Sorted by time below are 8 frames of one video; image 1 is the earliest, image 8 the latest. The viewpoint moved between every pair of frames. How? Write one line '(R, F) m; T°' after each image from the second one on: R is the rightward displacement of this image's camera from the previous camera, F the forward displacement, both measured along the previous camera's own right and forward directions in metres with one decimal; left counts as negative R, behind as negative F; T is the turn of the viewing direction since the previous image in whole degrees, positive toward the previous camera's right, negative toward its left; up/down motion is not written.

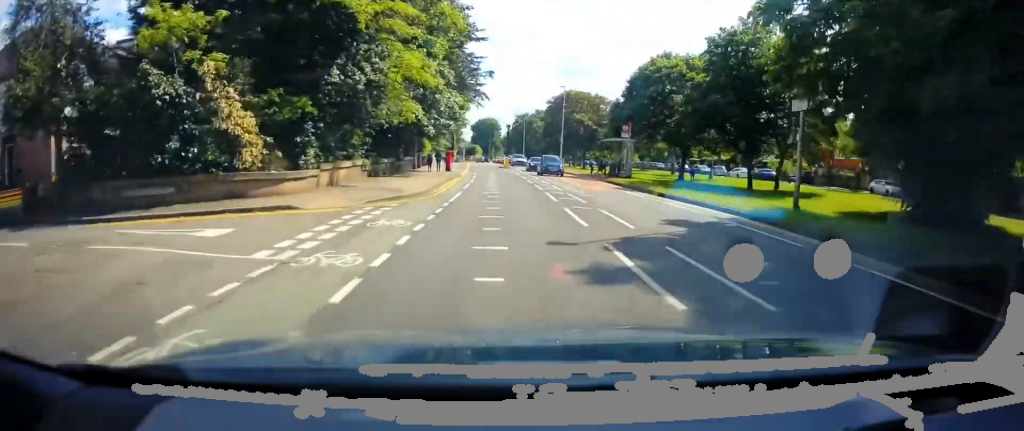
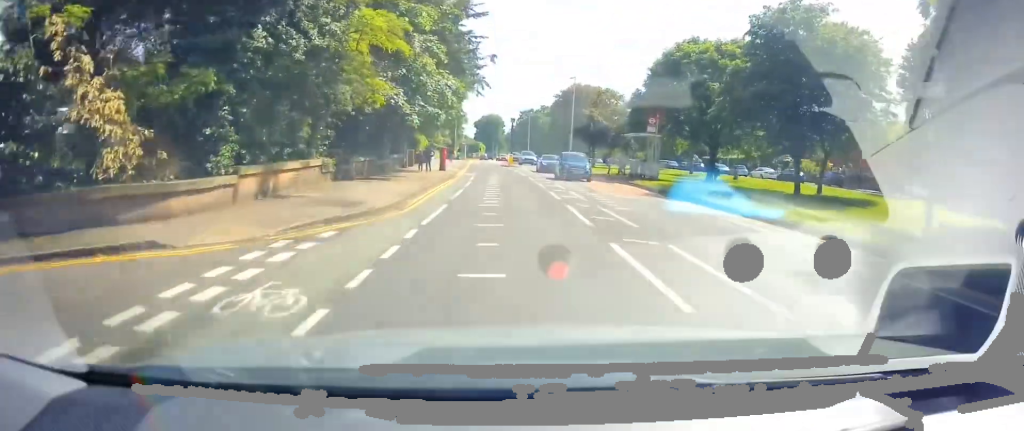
(0.0, +5.9) m; 0°
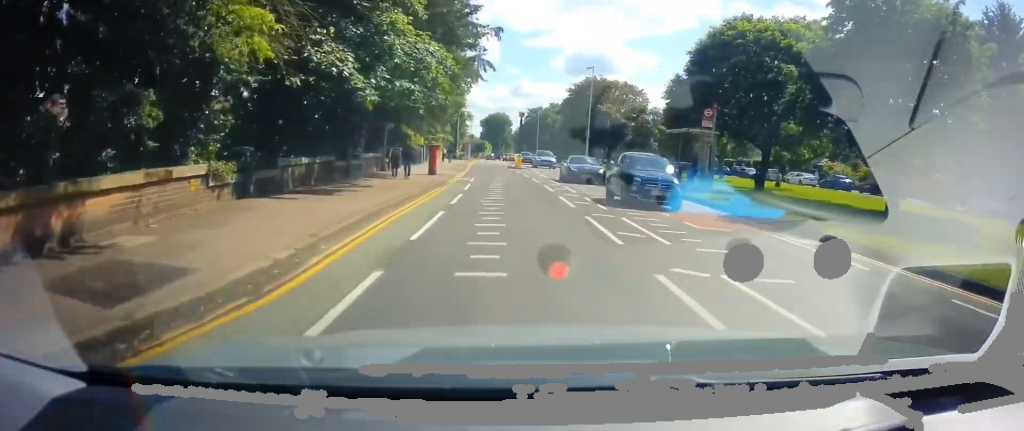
(+0.1, +7.9) m; 0°
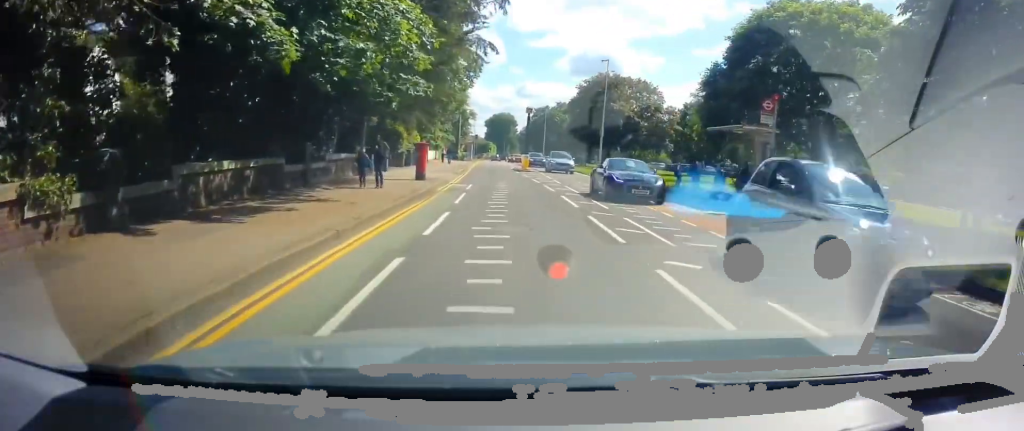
(0.0, +5.4) m; 0°
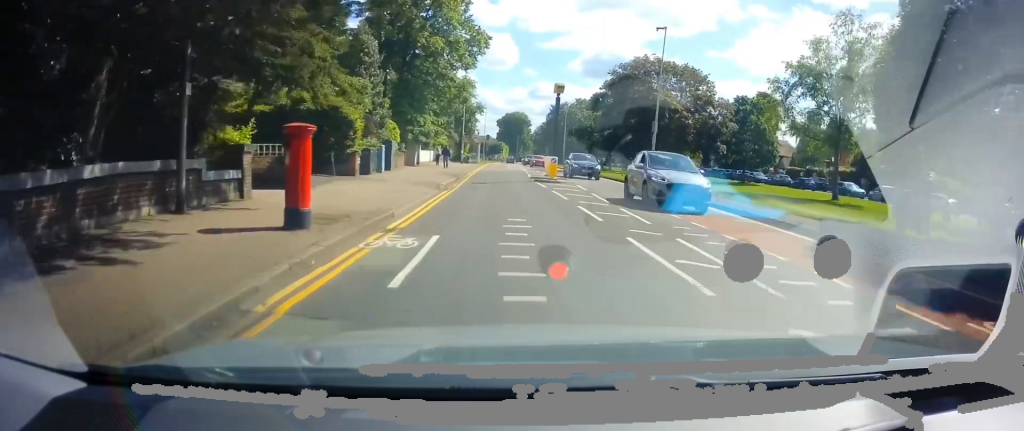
(0.0, +14.8) m; -1°
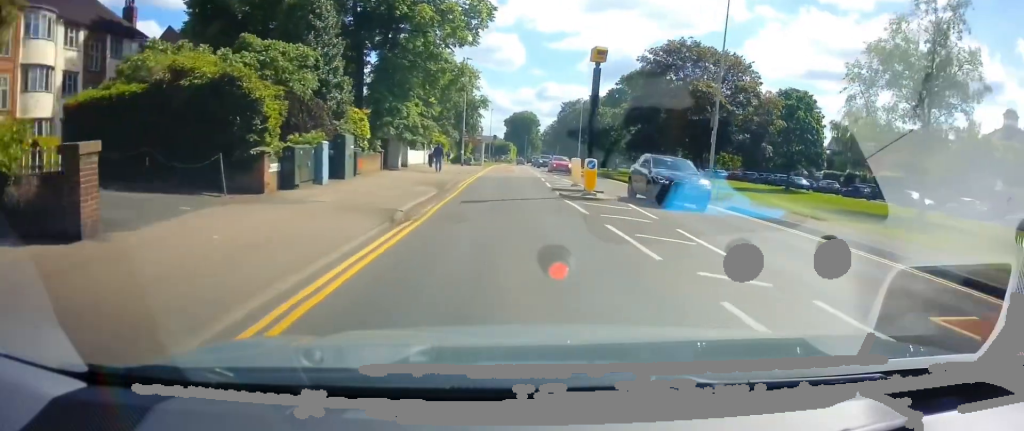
(-0.1, +9.7) m; 0°
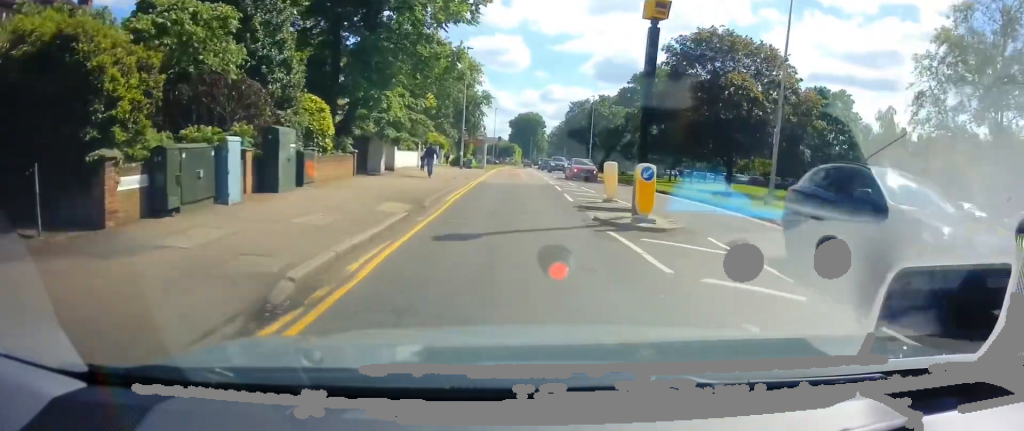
(-0.1, +6.2) m; 0°
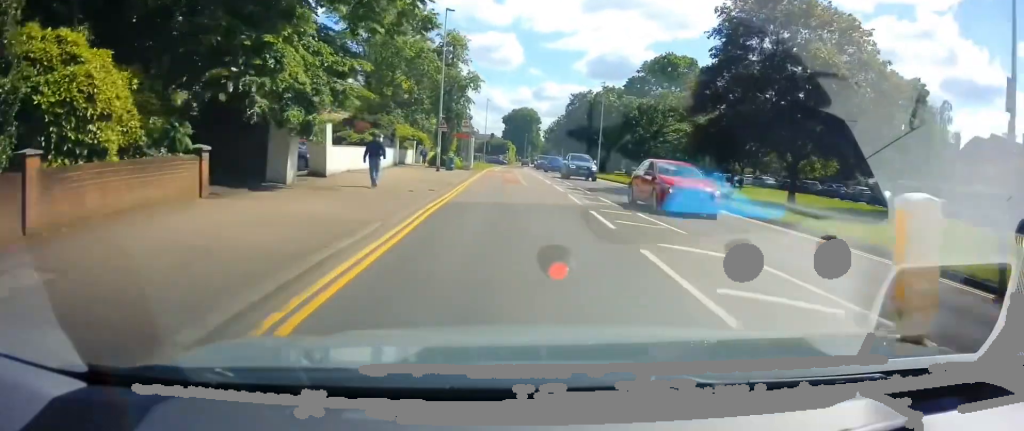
(+0.2, +11.9) m; 0°
